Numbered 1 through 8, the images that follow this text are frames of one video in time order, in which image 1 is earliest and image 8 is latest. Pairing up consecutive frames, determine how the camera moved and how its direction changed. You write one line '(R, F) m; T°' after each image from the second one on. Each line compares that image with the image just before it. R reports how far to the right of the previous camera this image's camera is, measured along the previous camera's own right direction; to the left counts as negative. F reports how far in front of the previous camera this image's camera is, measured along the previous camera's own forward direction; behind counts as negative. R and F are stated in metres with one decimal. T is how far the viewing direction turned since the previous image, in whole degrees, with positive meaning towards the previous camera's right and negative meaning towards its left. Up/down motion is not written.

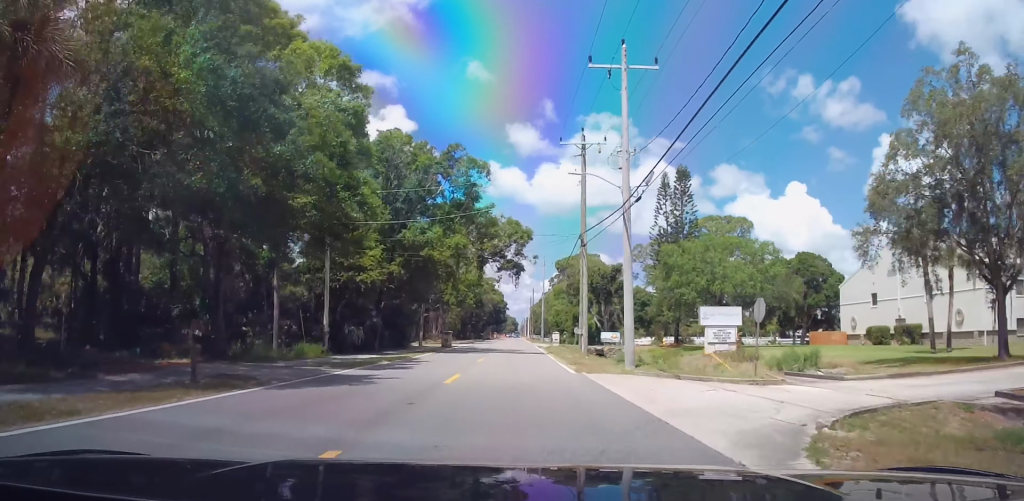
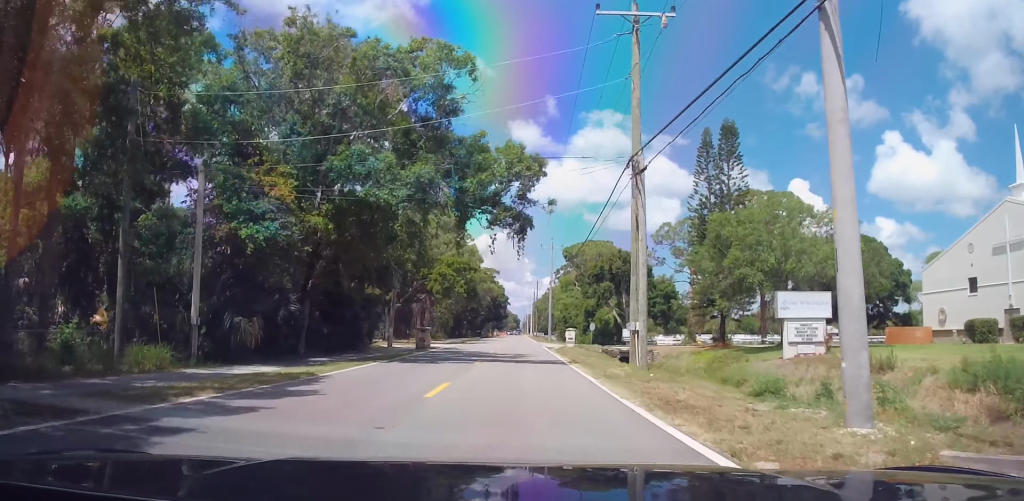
(0.0, +16.1) m; -1°
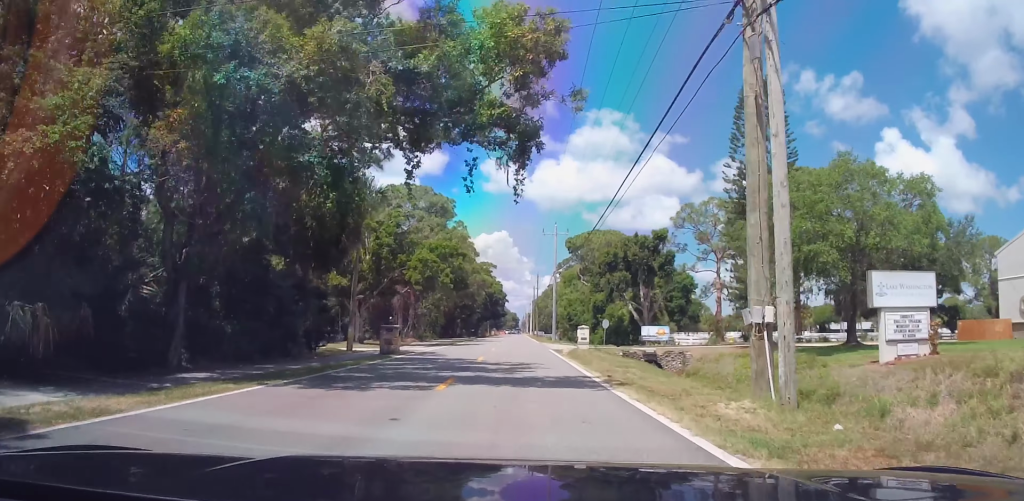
(0.0, +11.0) m; -1°
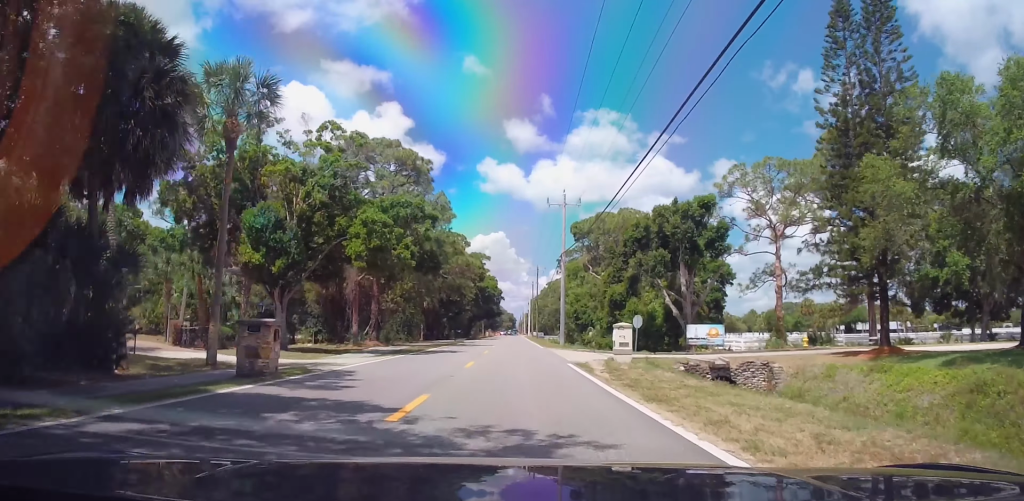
(-0.4, +16.3) m; 0°
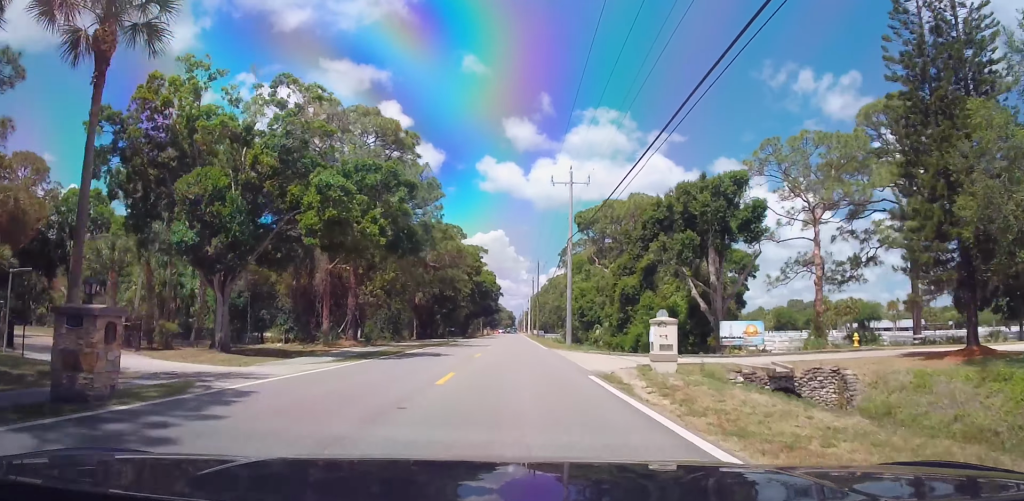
(+0.2, +6.9) m; +1°
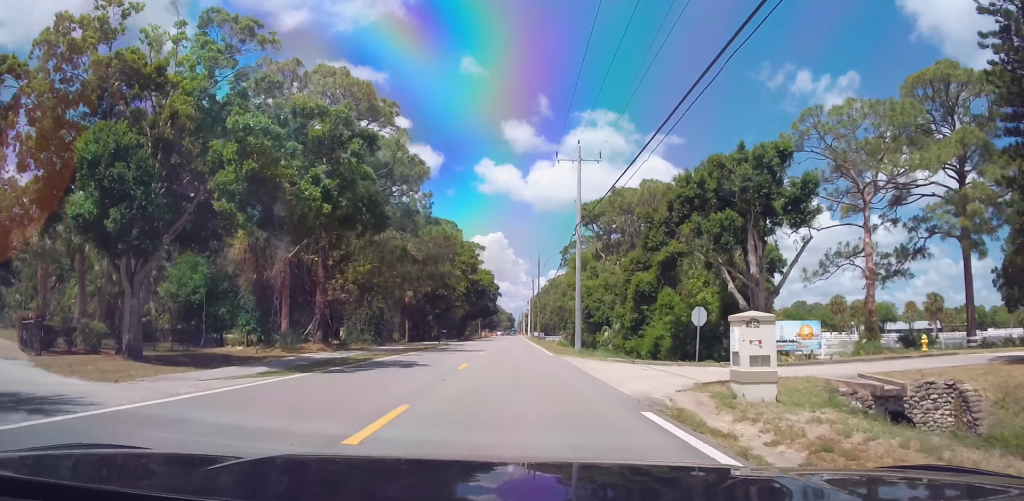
(+0.1, +6.9) m; +1°
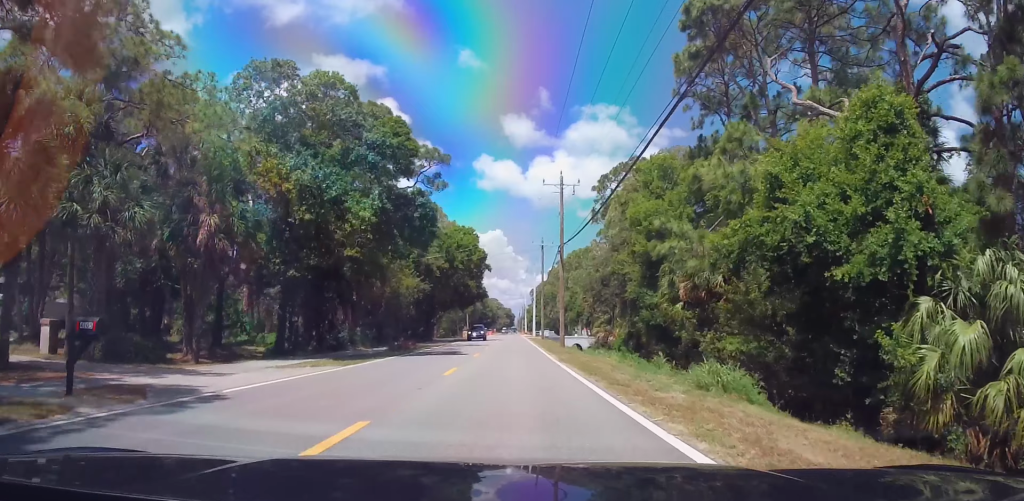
(0.0, +49.7) m; 0°
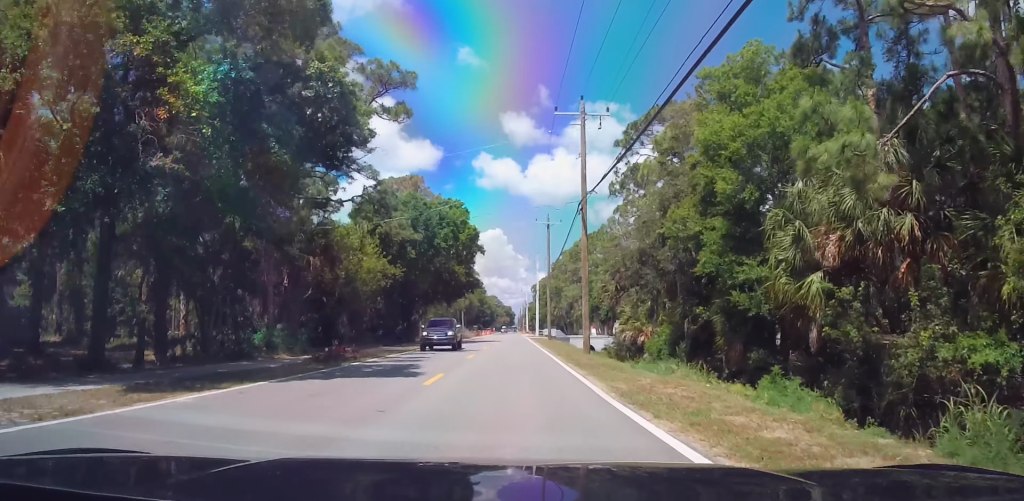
(0.0, +15.5) m; 0°
